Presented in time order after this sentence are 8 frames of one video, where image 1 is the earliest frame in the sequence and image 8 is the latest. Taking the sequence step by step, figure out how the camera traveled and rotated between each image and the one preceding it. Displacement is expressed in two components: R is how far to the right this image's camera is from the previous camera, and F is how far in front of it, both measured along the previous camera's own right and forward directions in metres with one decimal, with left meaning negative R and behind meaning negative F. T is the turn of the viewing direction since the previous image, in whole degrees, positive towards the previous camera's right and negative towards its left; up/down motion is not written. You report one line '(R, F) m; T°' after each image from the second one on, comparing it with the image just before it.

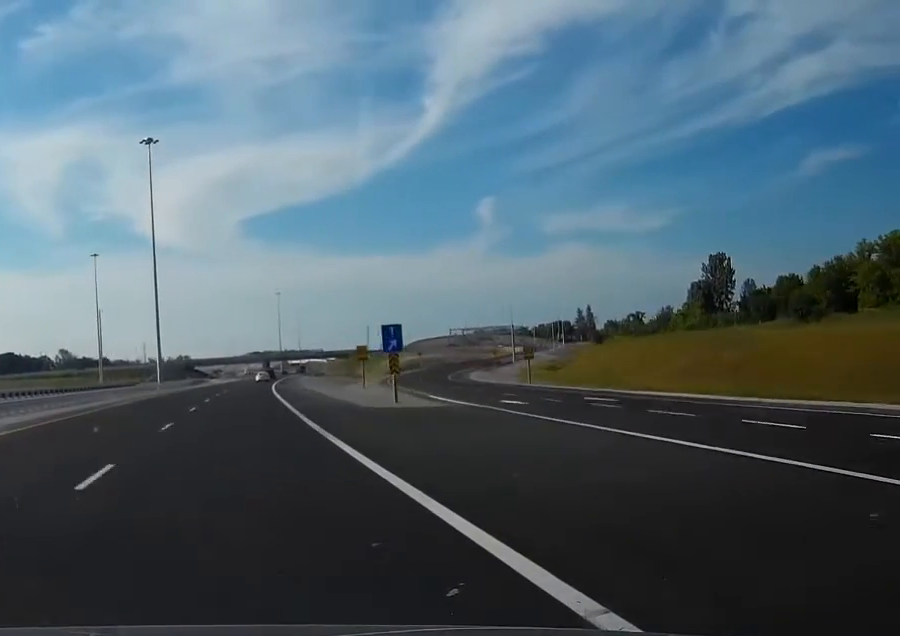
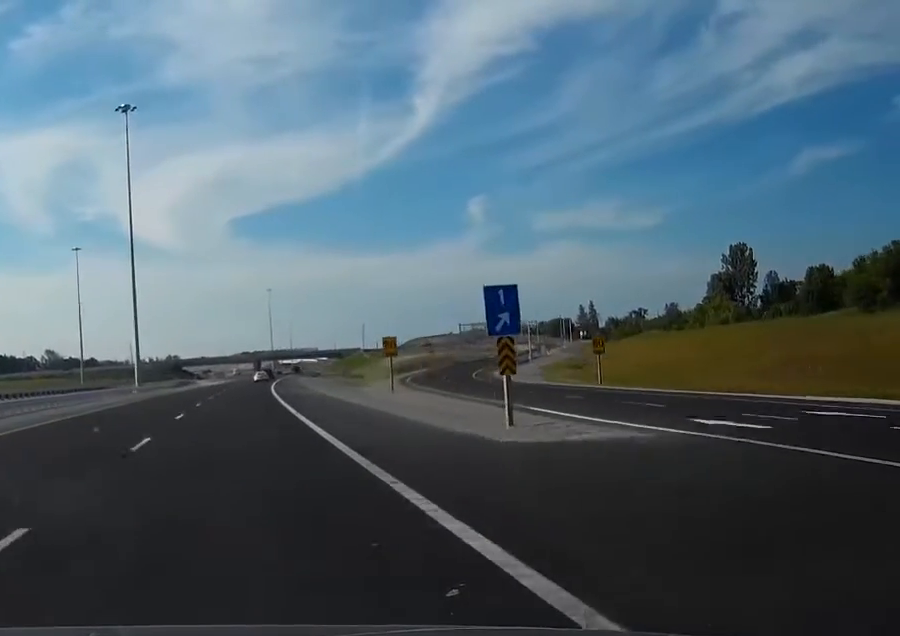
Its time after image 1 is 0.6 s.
(-0.2, +17.7) m; +2°
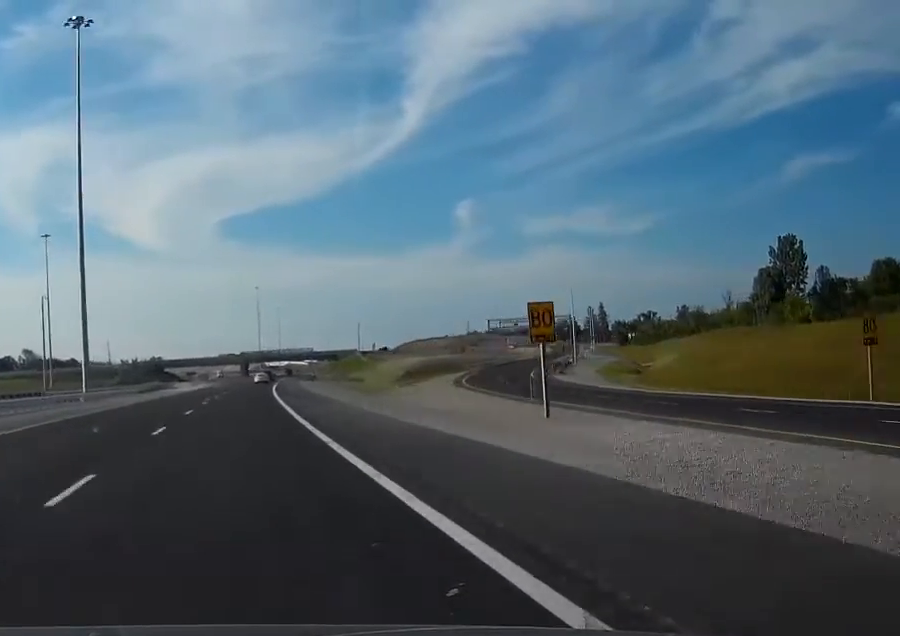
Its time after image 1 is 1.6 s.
(+2.1, +31.1) m; +2°
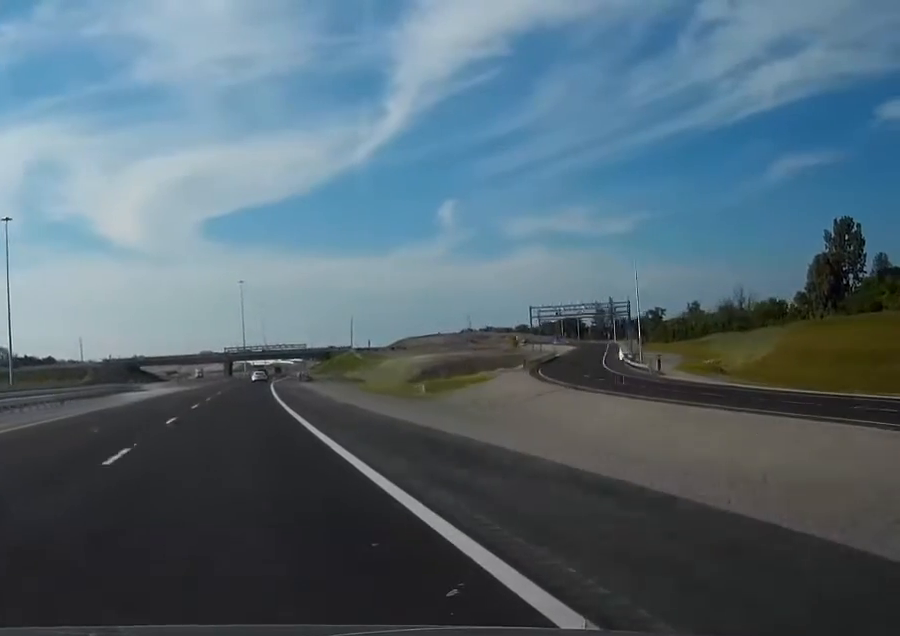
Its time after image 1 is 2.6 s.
(-1.0, +31.1) m; -2°
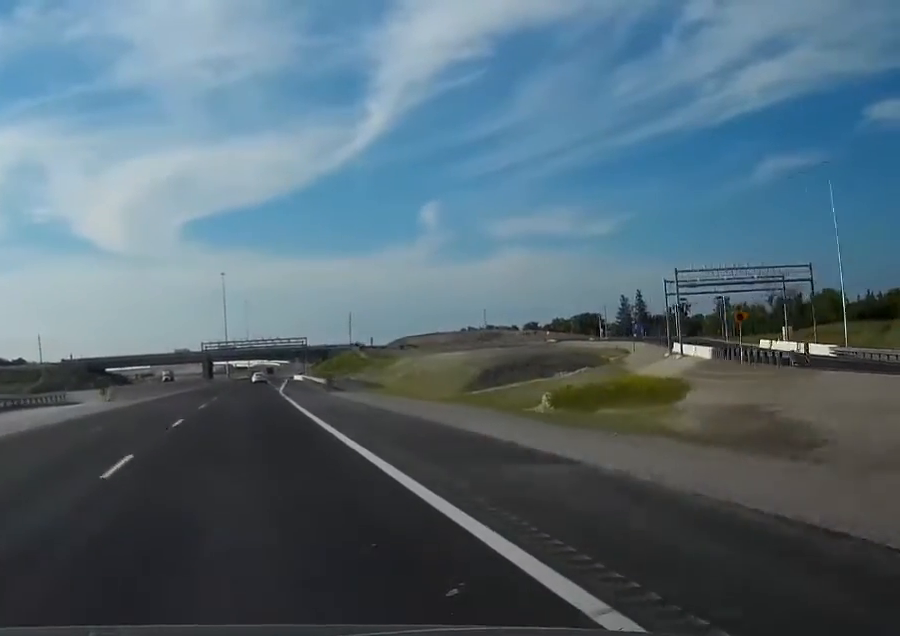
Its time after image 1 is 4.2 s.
(+0.6, +49.7) m; +1°
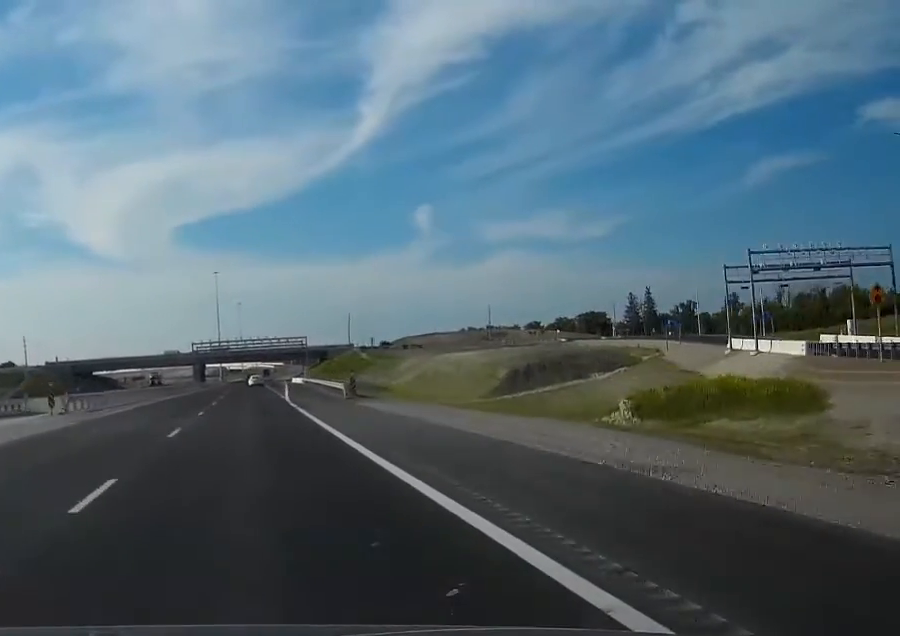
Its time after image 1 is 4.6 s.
(+0.1, +14.5) m; 0°
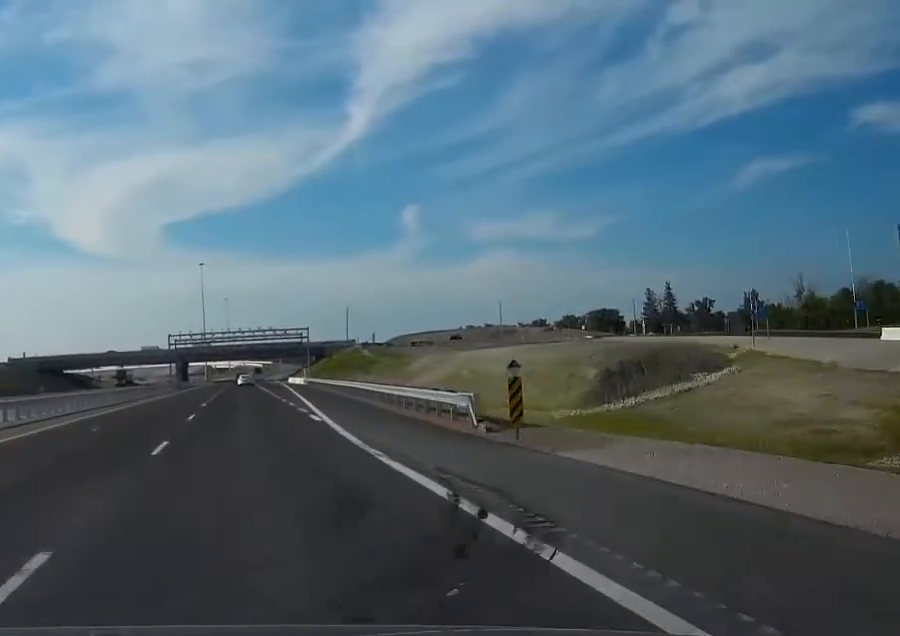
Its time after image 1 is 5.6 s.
(+0.2, +29.0) m; +1°
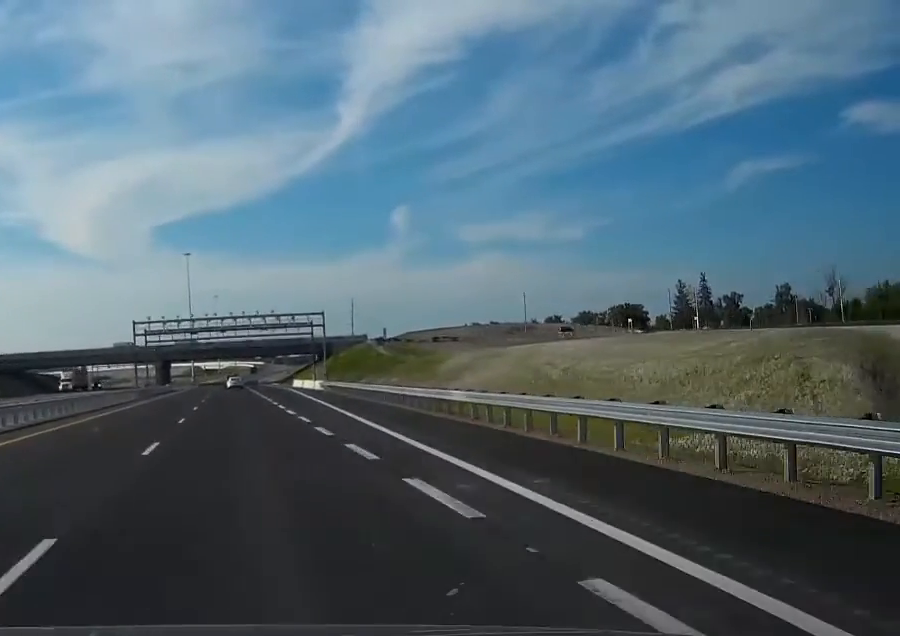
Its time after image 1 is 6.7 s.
(+0.3, +35.2) m; +1°
